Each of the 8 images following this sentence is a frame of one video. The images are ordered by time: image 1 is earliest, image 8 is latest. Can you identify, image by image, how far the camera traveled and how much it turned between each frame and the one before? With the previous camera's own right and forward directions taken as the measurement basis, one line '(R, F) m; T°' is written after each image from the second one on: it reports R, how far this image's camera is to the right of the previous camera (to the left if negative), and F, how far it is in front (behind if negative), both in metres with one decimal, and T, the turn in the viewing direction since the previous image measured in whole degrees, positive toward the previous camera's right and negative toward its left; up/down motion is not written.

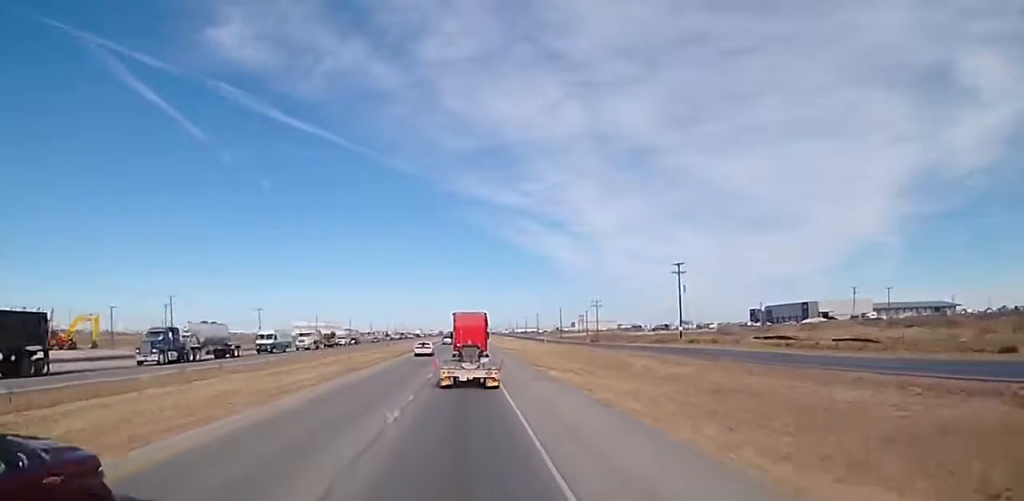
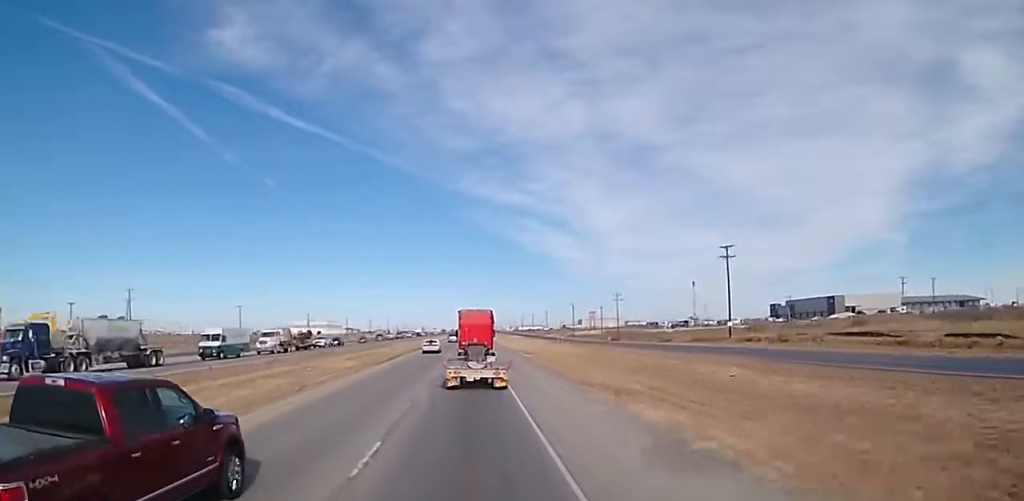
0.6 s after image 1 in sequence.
(+0.2, +17.1) m; 0°
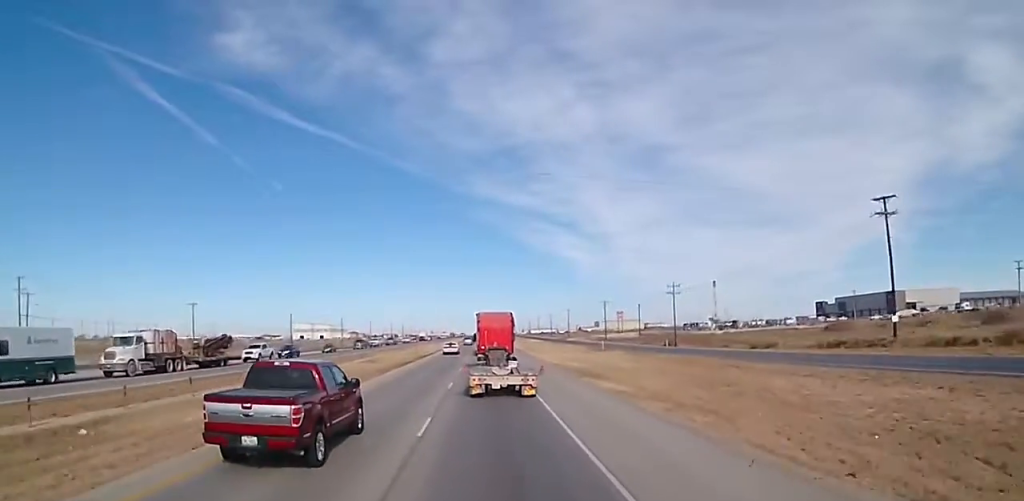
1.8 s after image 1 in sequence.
(-0.8, +32.0) m; -2°
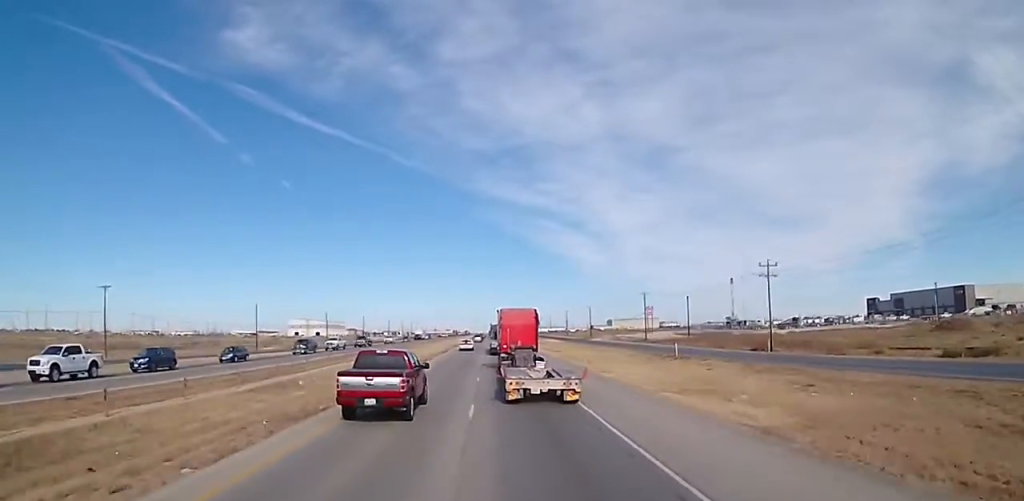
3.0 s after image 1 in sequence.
(-0.2, +33.5) m; 0°
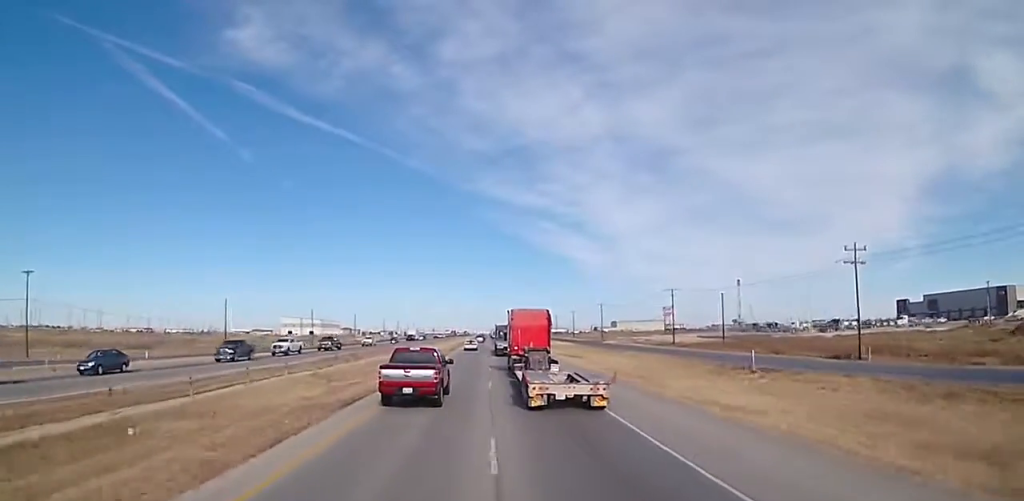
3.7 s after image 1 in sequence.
(0.0, +18.8) m; 0°
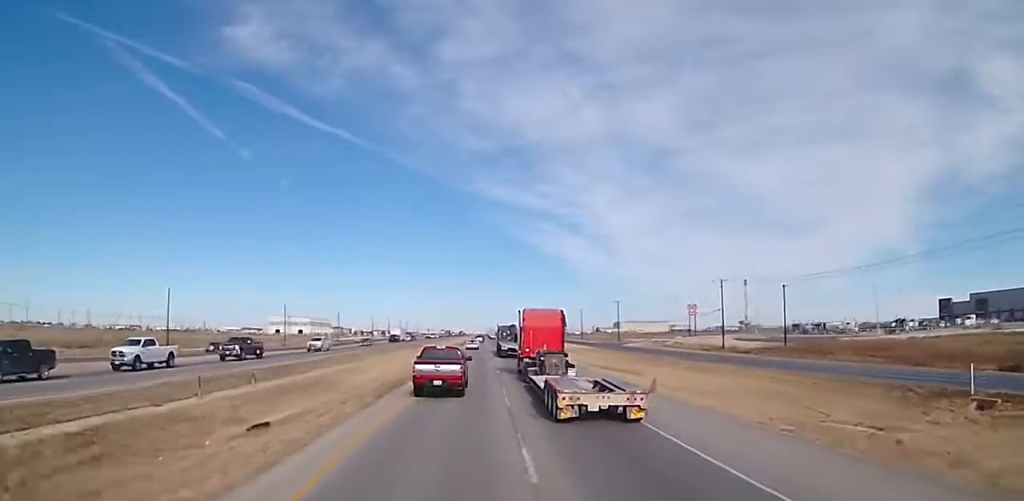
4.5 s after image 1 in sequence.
(0.0, +24.5) m; 0°
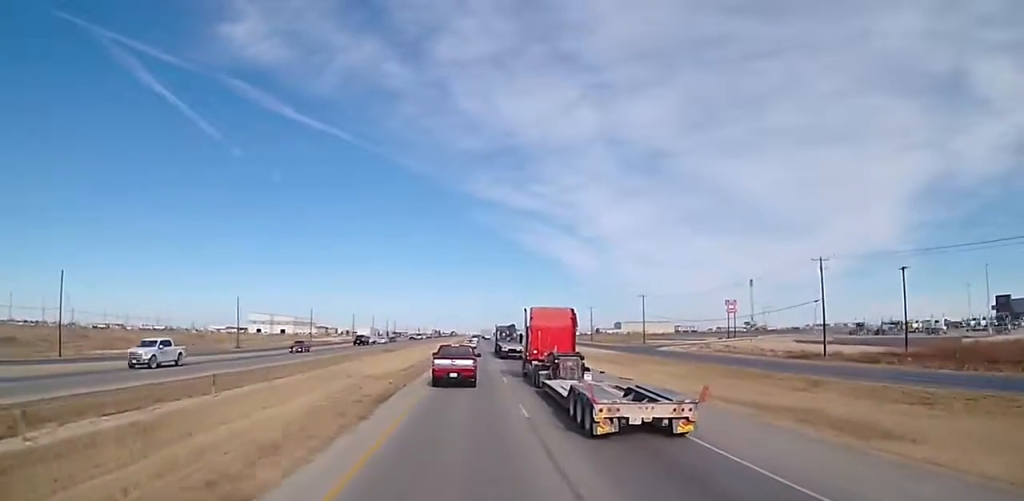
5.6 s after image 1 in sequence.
(0.0, +29.6) m; +1°
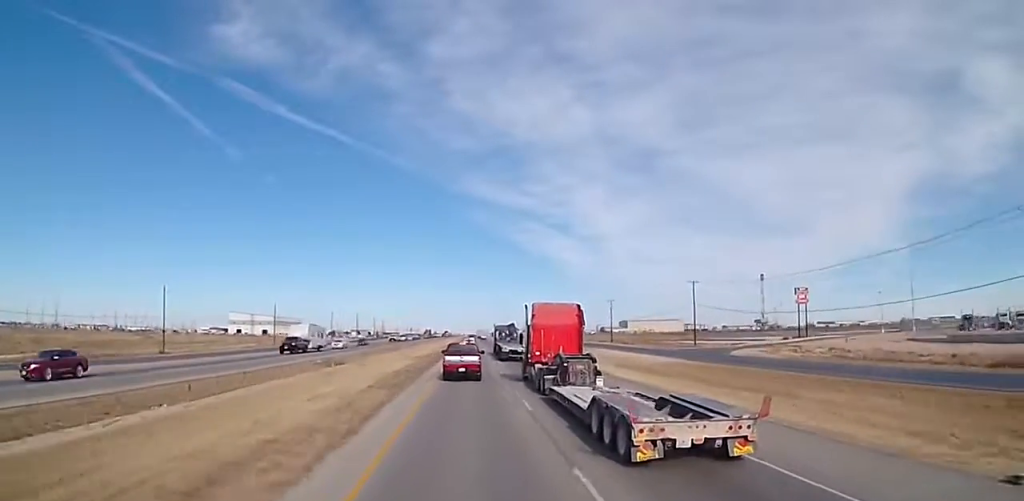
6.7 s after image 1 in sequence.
(+0.3, +32.8) m; +1°
